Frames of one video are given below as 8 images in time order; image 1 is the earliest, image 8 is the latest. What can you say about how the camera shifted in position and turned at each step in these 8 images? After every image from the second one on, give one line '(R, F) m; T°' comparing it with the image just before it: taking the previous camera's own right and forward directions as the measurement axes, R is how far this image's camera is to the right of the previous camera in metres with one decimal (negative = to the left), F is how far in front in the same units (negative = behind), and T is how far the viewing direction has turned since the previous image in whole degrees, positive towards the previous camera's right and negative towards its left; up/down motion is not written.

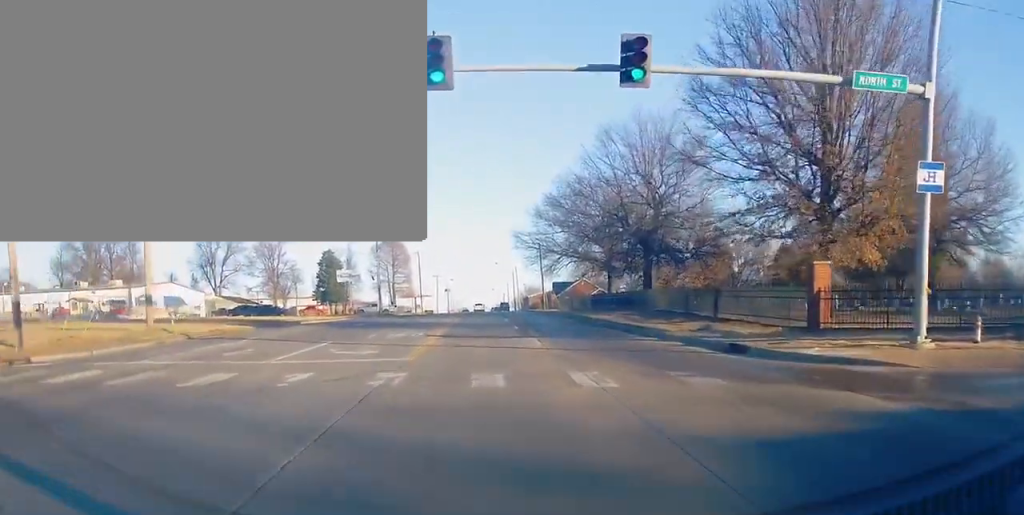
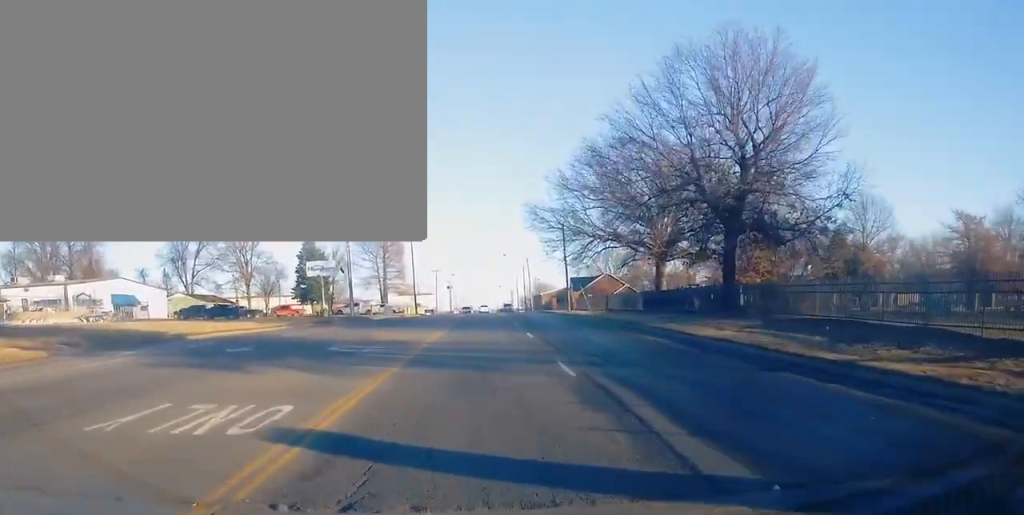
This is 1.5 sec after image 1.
(+0.2, +23.7) m; -2°
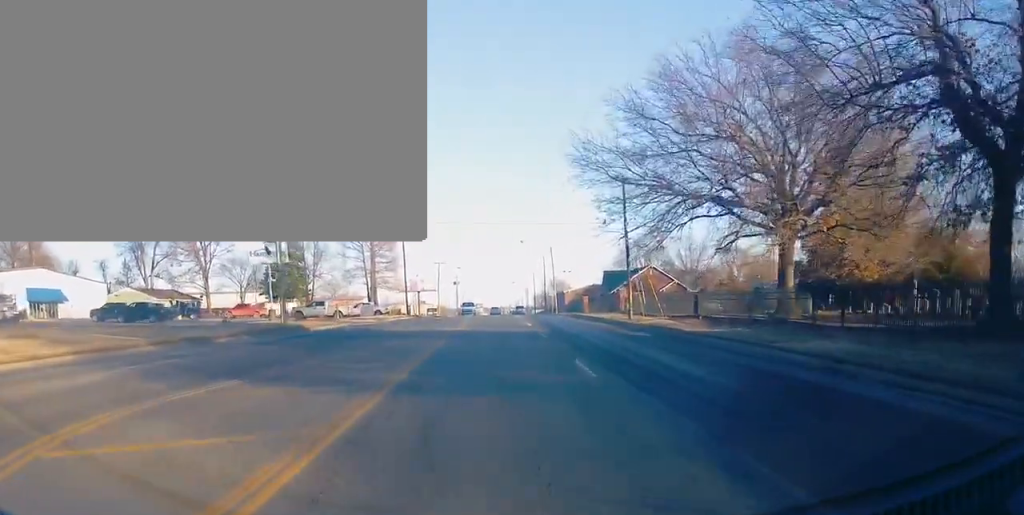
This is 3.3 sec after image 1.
(-0.9, +27.8) m; -1°
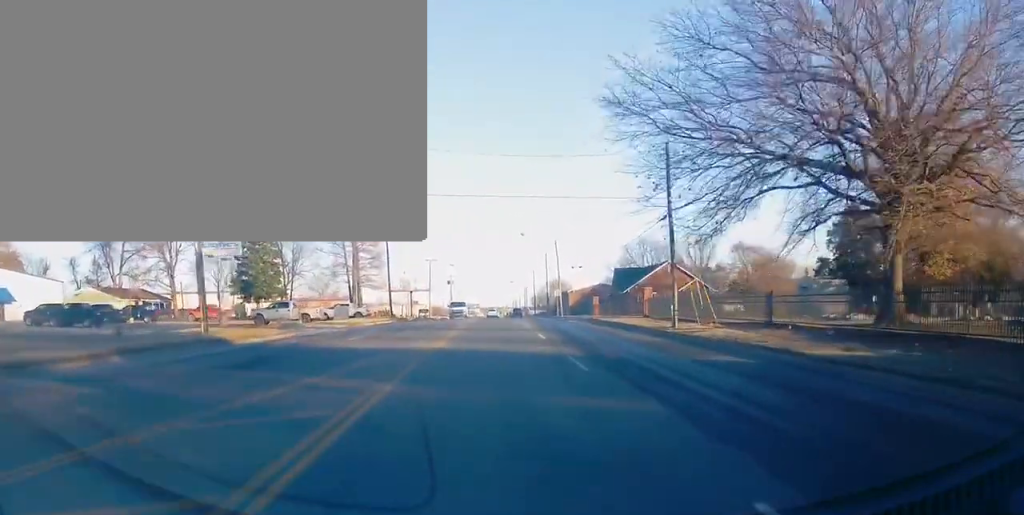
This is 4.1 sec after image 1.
(+0.3, +12.5) m; +1°
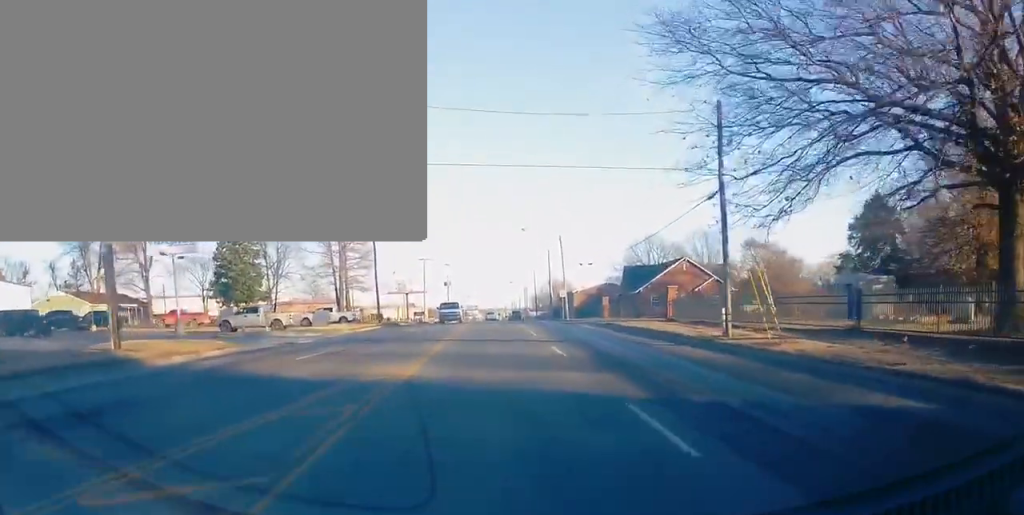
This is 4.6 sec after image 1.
(0.0, +8.3) m; 0°
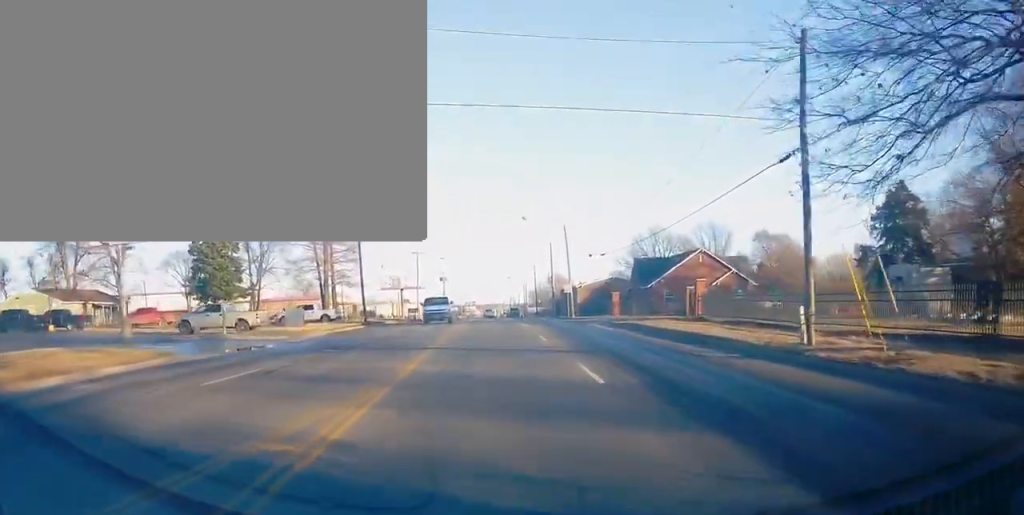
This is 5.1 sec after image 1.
(0.0, +7.5) m; 0°
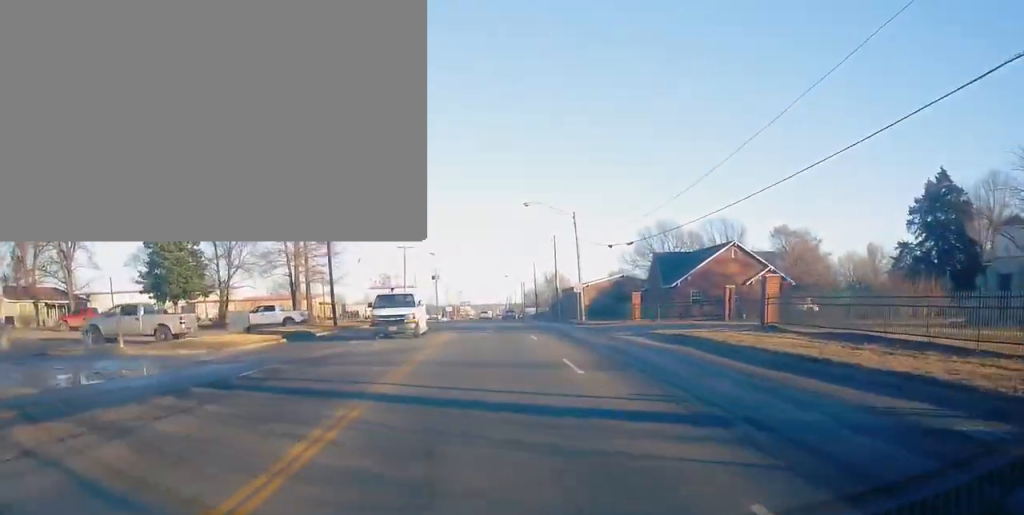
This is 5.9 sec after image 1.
(0.0, +11.7) m; 0°
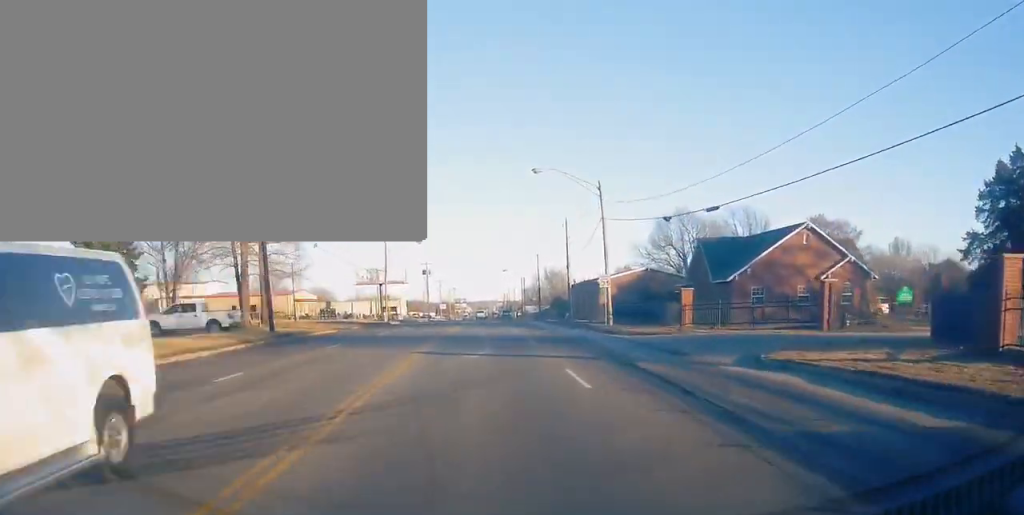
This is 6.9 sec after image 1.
(0.0, +16.1) m; 0°
